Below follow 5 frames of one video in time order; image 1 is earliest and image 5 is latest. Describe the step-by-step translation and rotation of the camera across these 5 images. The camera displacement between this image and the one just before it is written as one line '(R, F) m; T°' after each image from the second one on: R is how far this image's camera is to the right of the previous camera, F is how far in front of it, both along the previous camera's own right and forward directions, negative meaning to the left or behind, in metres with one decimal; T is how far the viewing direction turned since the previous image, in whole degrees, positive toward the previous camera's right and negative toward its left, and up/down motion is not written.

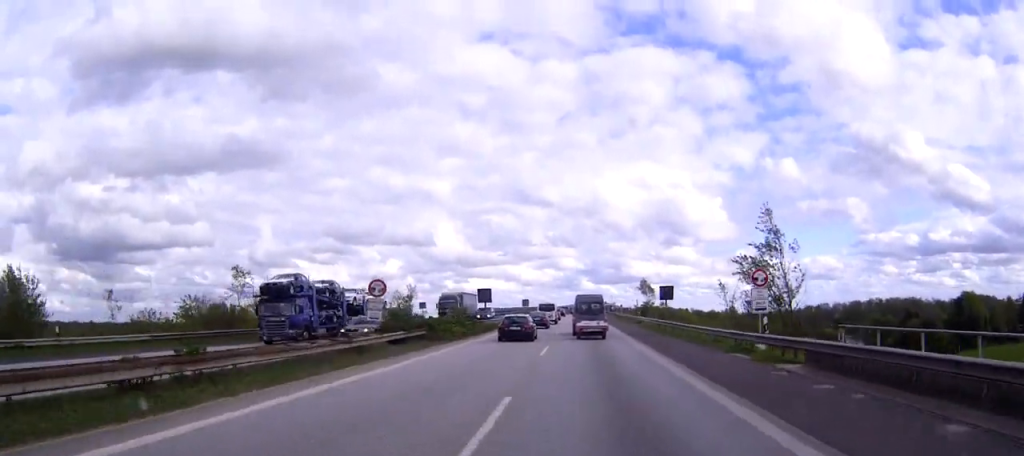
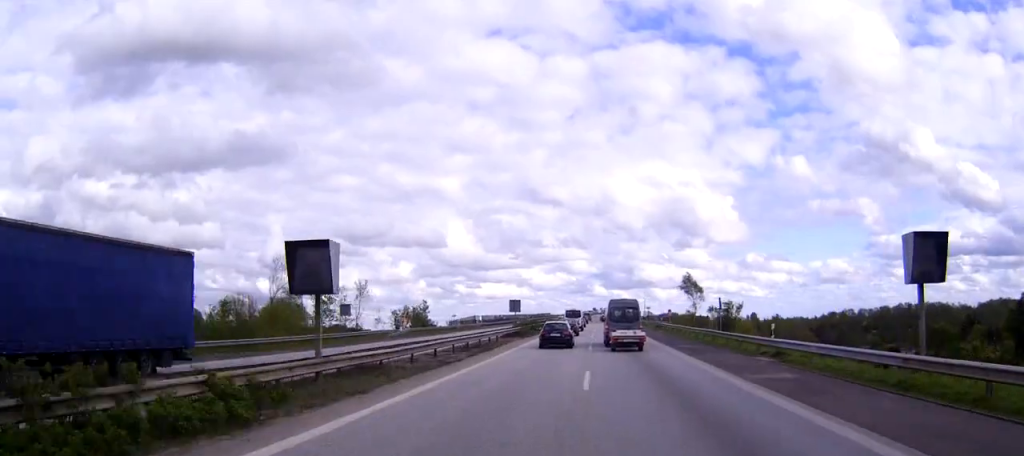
(-0.6, +44.3) m; -1°
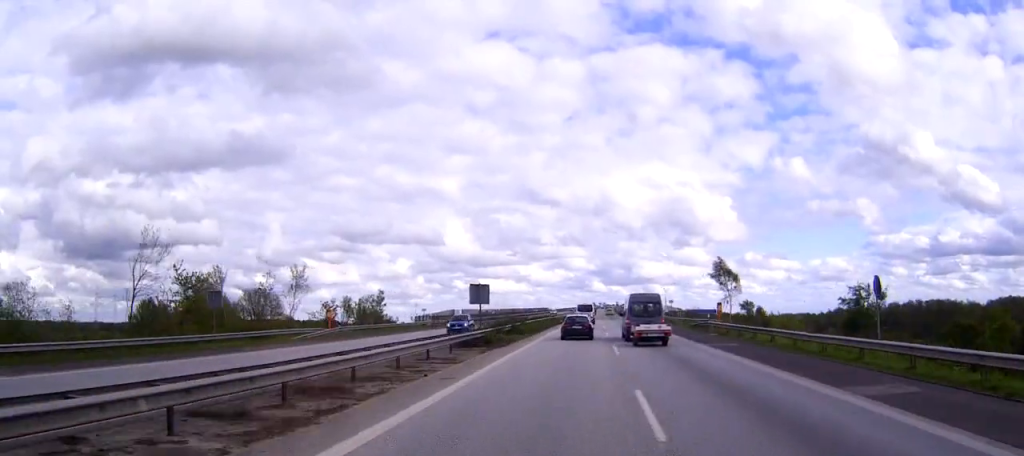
(0.0, +26.2) m; 0°
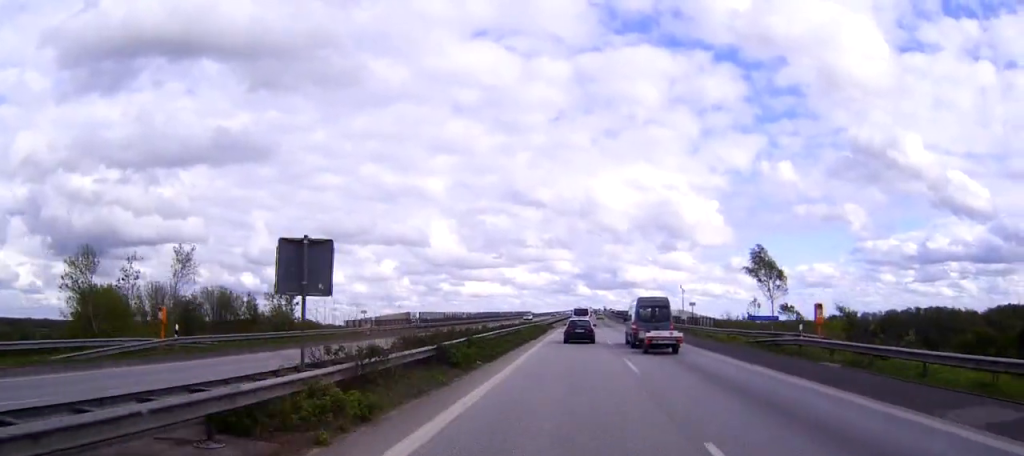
(+0.1, +23.8) m; +1°
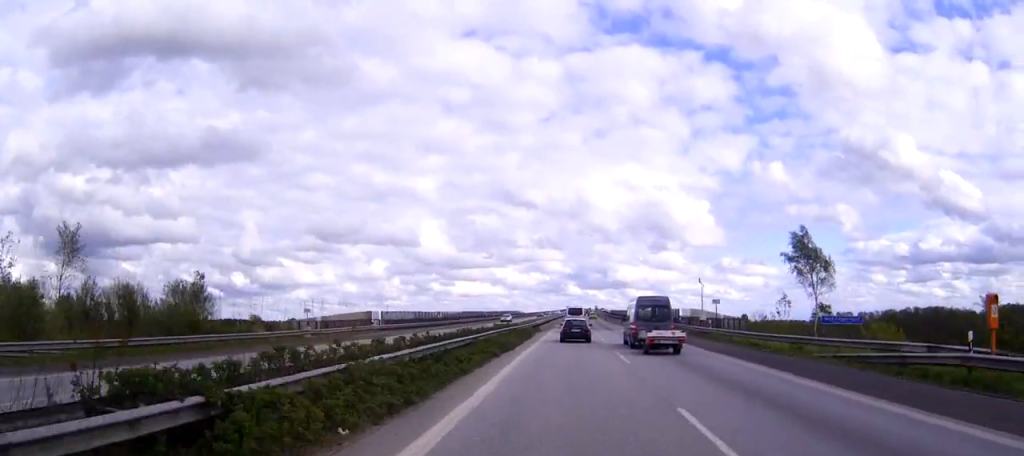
(+0.2, +14.5) m; +1°
